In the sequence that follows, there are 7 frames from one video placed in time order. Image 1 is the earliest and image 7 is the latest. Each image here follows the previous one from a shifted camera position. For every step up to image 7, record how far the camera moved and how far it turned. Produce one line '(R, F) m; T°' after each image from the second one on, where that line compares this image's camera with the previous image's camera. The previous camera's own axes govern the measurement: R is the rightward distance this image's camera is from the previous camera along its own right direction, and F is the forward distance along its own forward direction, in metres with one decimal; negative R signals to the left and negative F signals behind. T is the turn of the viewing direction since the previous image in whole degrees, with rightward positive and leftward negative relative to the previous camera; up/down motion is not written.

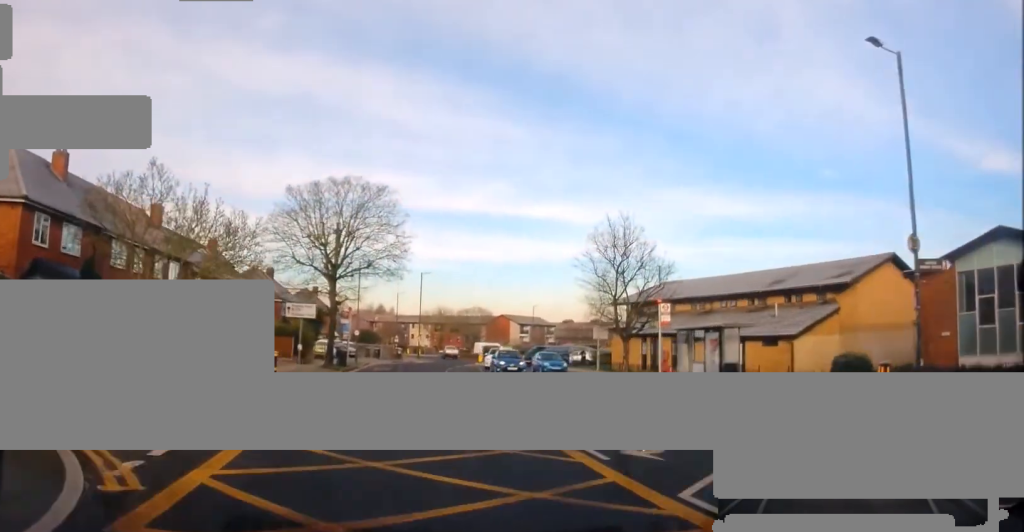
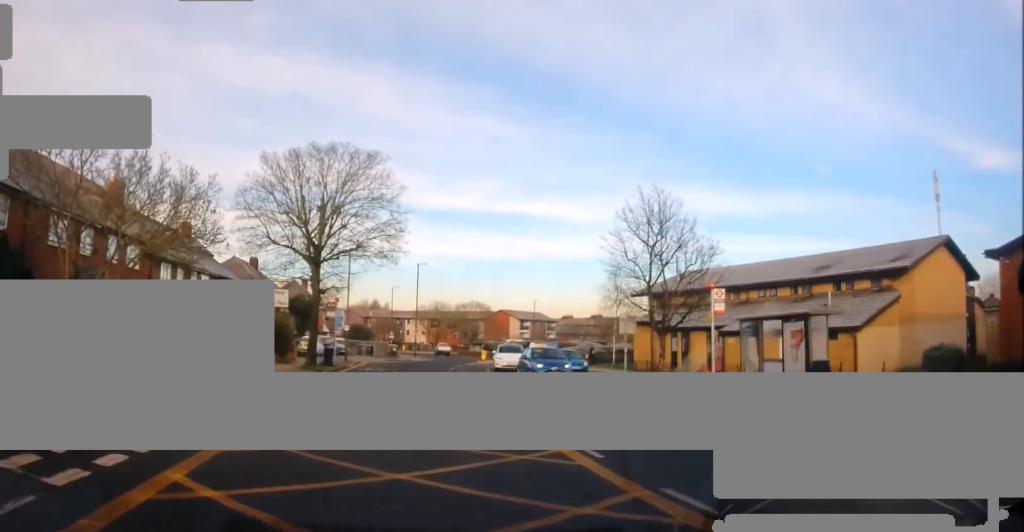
(0.0, +6.1) m; -1°
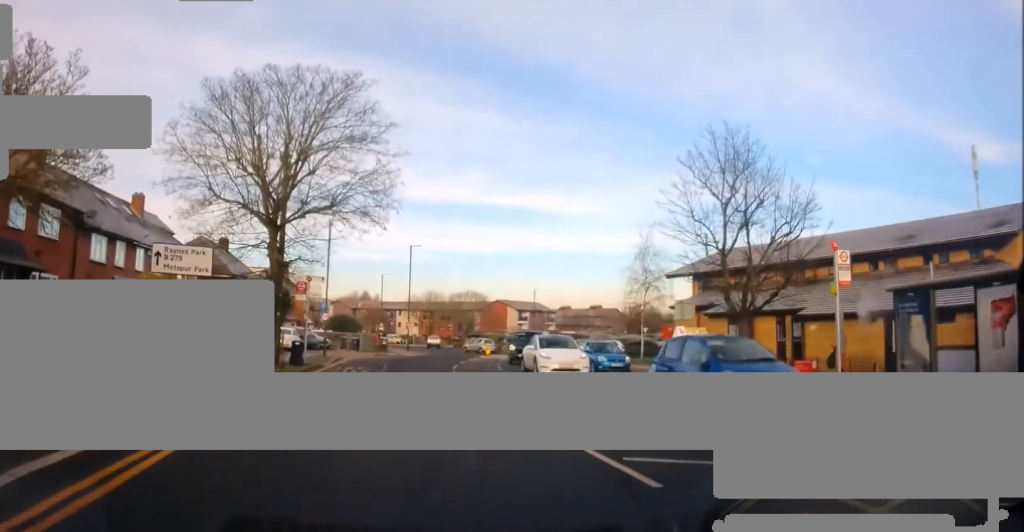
(-0.2, +8.4) m; +1°
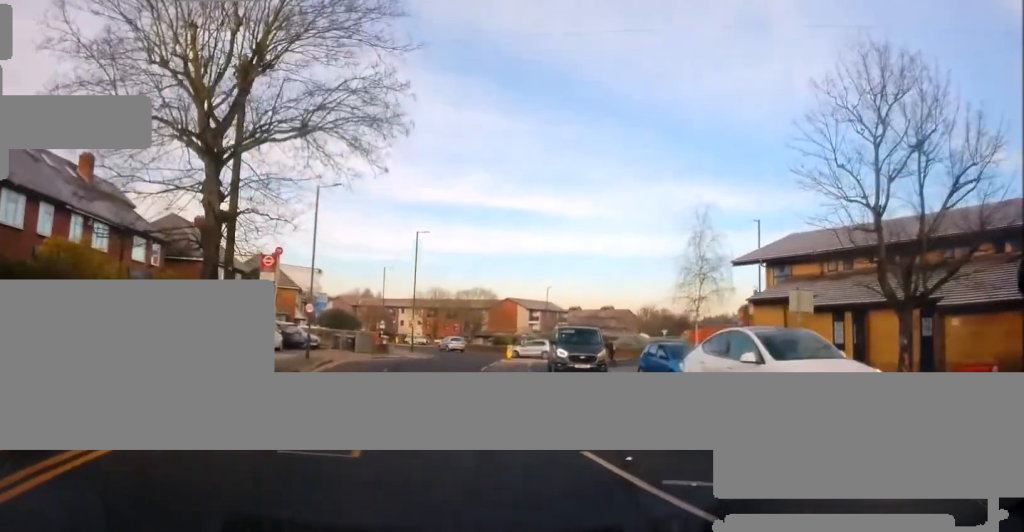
(+0.4, +8.1) m; +3°
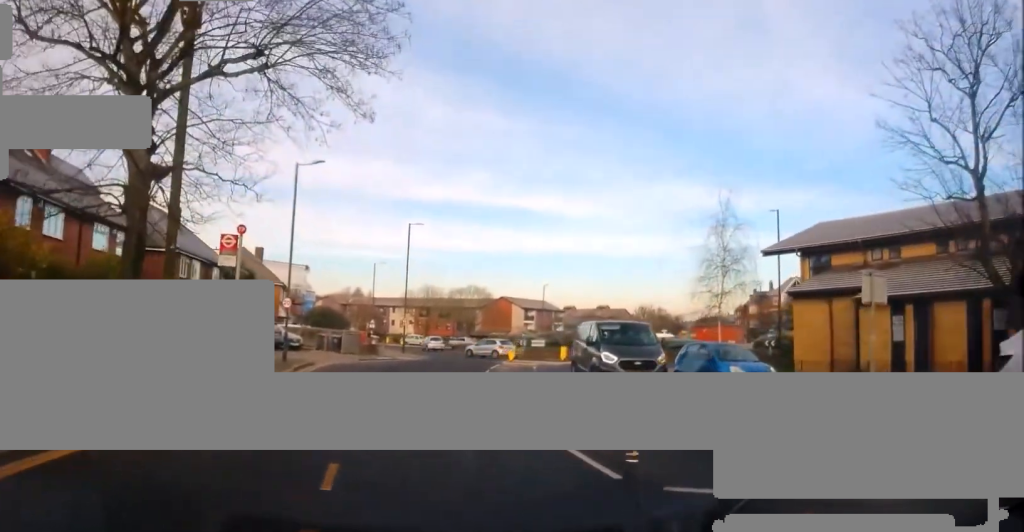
(0.0, +4.1) m; 0°
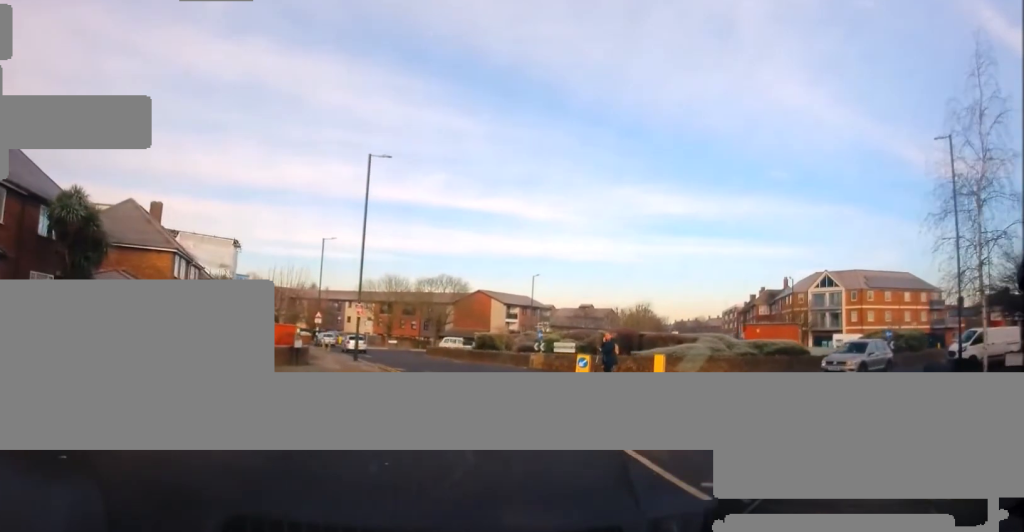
(+0.1, +19.4) m; -2°
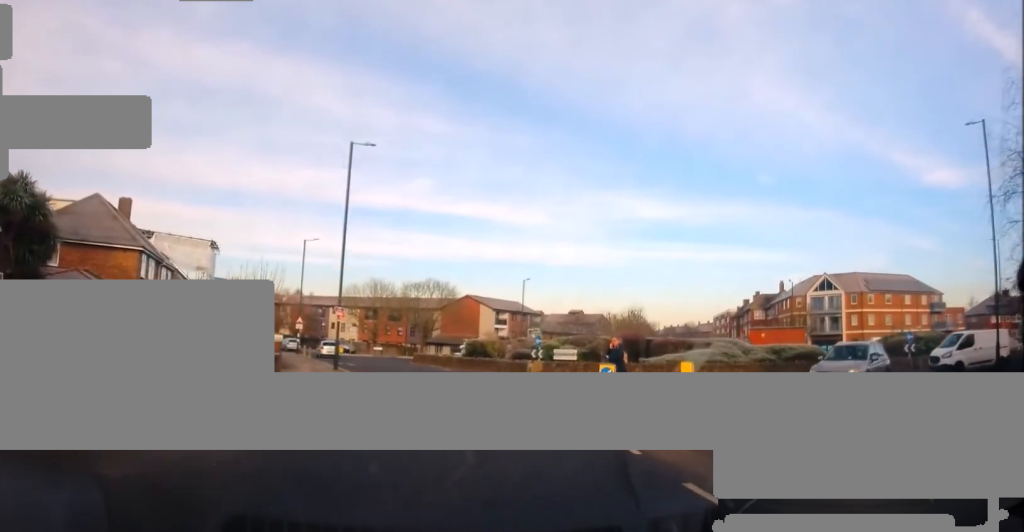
(-0.1, +3.0) m; +2°
